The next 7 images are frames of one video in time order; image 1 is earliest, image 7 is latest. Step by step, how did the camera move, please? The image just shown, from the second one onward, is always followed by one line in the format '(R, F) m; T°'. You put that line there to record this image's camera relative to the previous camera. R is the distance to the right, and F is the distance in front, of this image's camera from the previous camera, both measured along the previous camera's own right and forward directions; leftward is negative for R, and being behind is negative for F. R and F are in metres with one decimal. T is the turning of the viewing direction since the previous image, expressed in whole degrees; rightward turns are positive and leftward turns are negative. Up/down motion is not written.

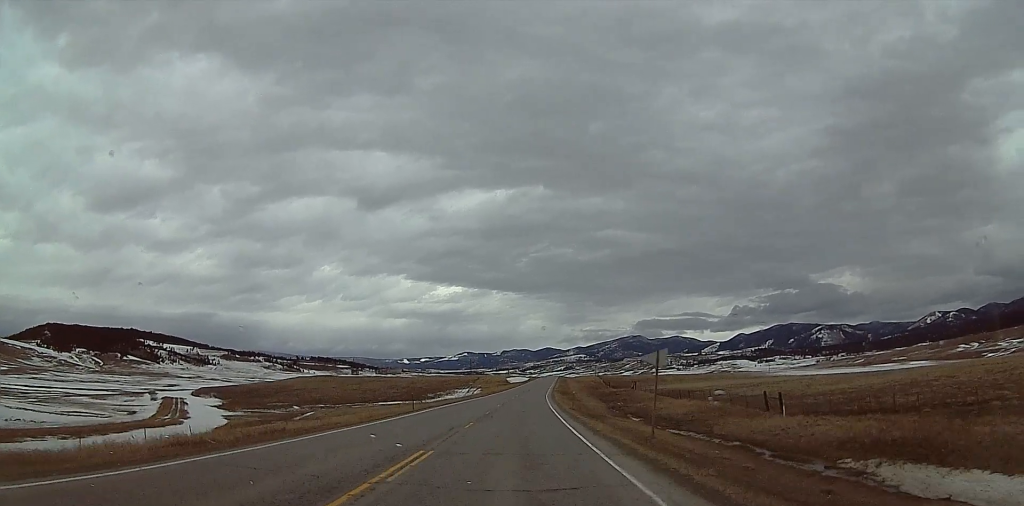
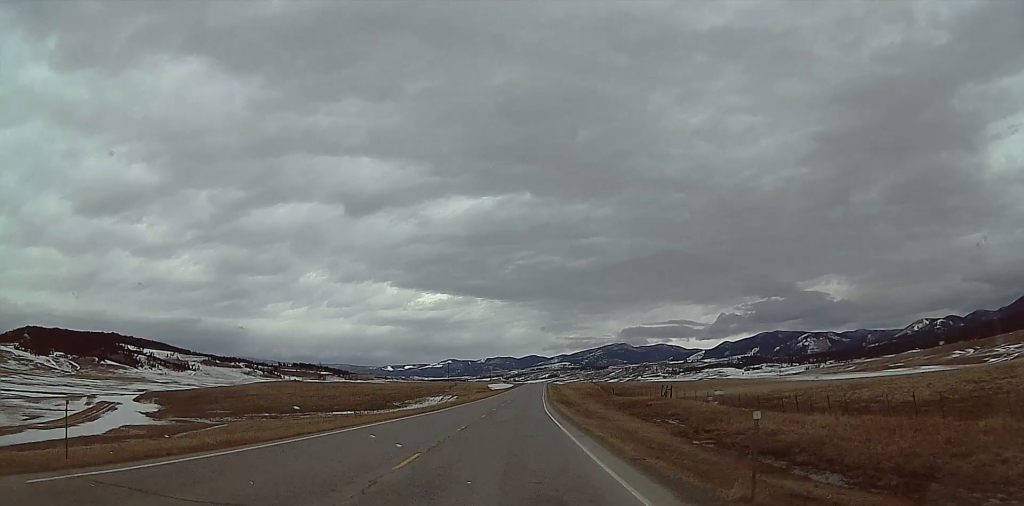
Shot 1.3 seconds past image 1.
(-0.5, +36.8) m; 0°
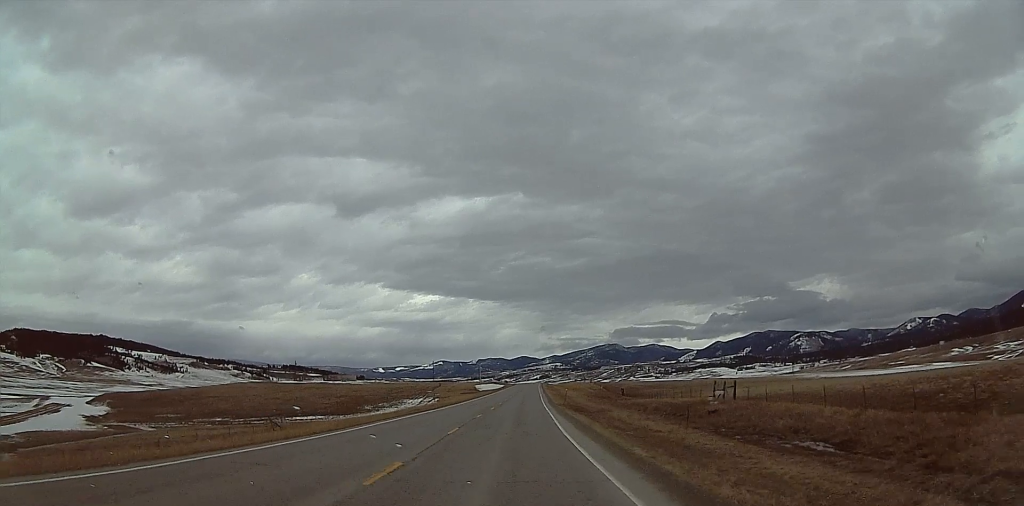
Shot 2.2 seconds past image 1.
(+0.2, +26.0) m; +2°
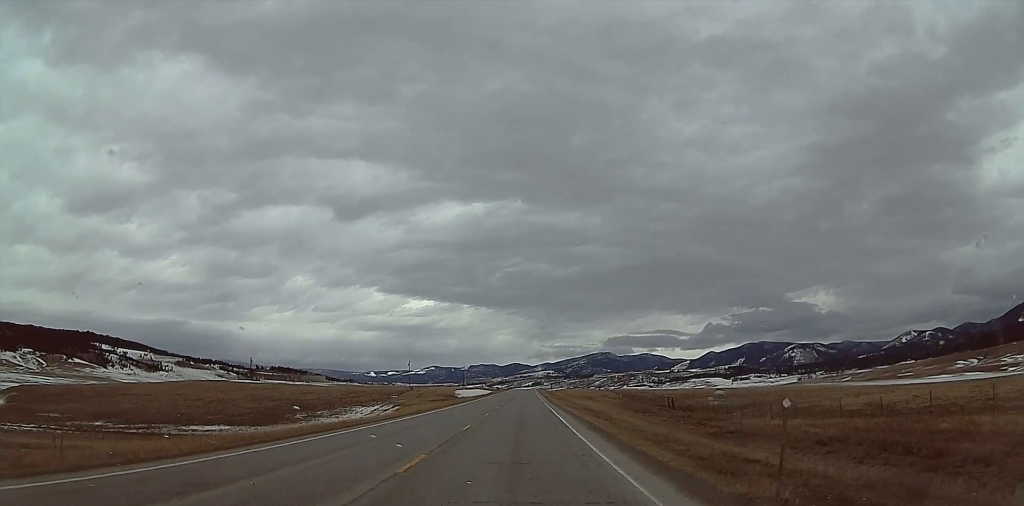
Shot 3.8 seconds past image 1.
(+0.5, +47.0) m; -1°
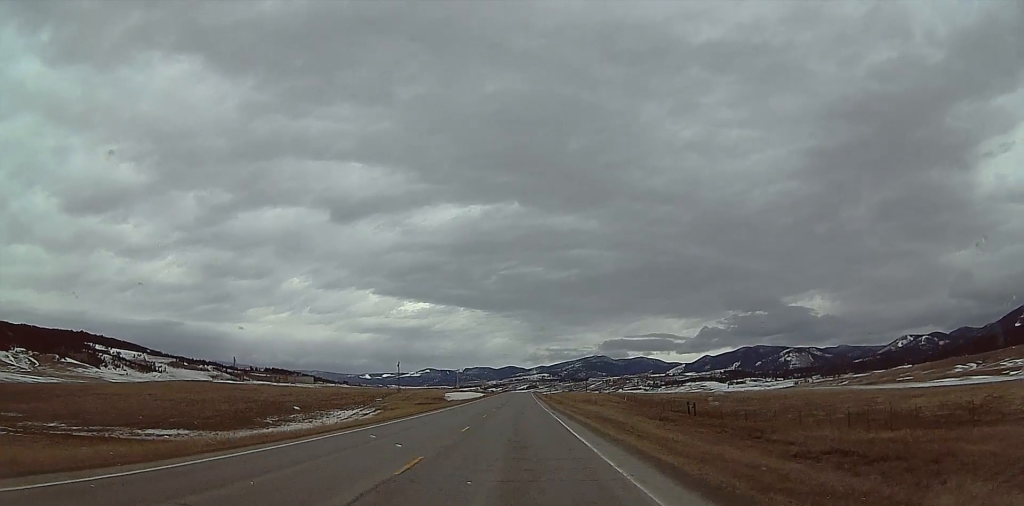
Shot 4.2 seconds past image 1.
(-0.1, +12.6) m; 0°
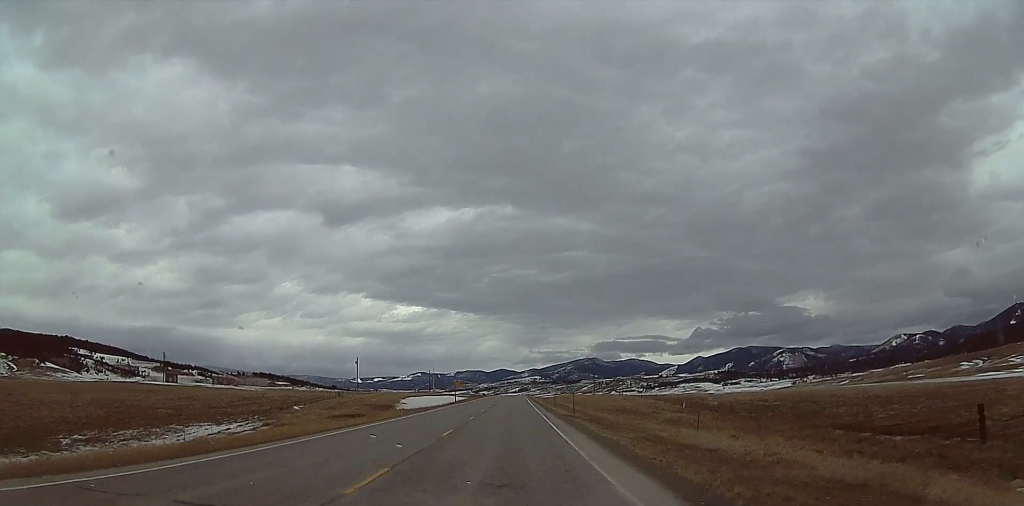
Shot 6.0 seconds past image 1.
(+1.5, +51.0) m; +1°
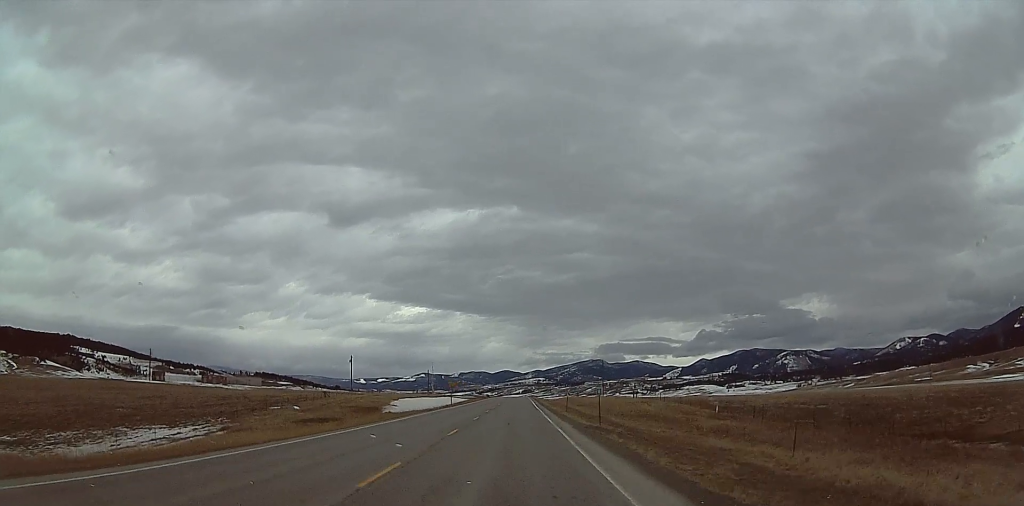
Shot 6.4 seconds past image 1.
(-0.4, +11.5) m; 0°
